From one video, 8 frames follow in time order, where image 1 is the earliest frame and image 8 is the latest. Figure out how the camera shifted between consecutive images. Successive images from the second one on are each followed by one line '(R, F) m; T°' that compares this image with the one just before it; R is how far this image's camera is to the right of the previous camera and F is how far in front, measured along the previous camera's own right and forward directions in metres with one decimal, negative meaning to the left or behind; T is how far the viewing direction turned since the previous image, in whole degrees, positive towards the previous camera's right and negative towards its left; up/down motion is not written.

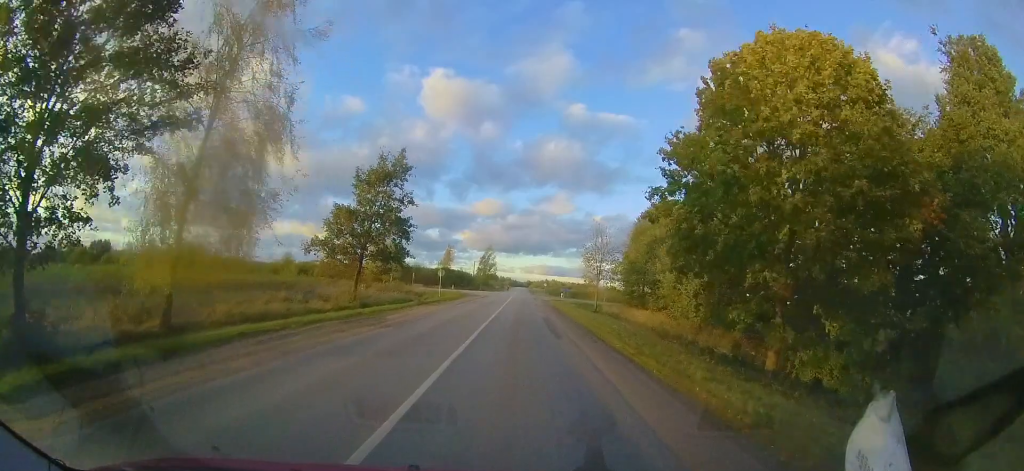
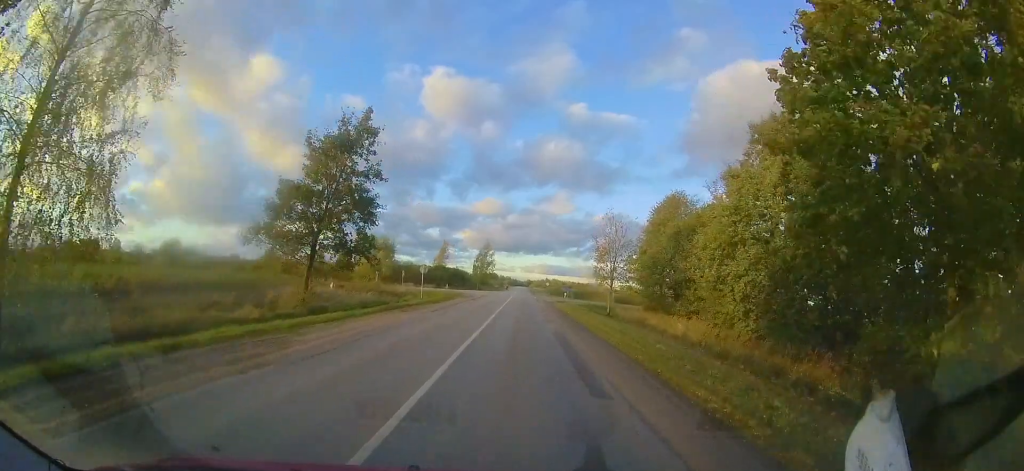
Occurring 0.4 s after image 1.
(0.0, +5.2) m; 0°
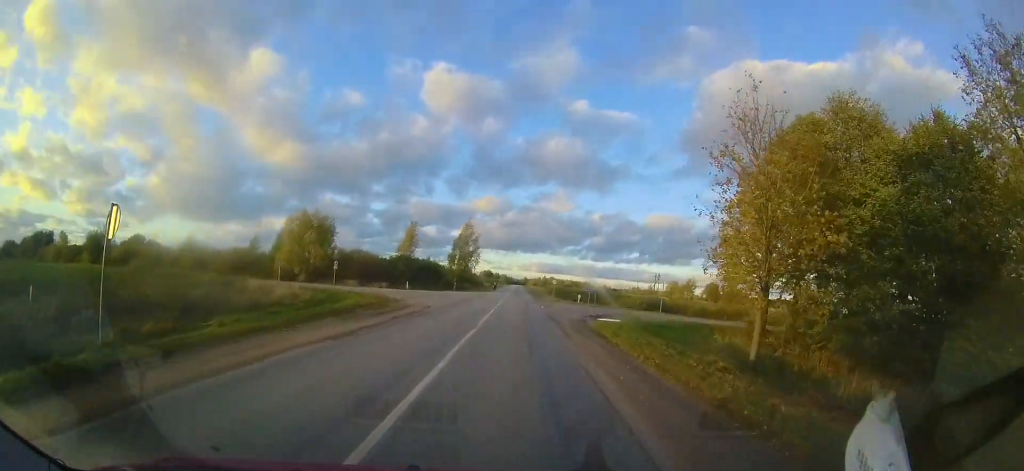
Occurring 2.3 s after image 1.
(0.0, +19.9) m; -2°
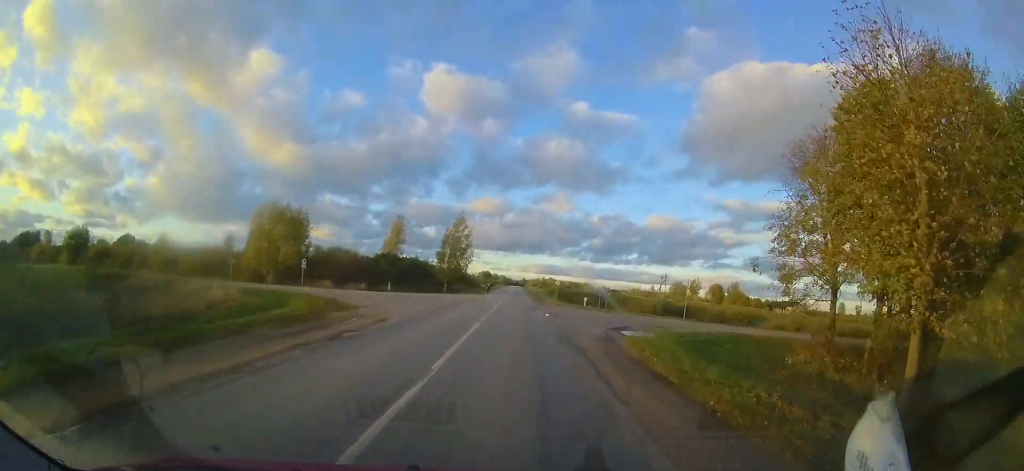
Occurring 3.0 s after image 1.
(-0.1, +5.3) m; -1°
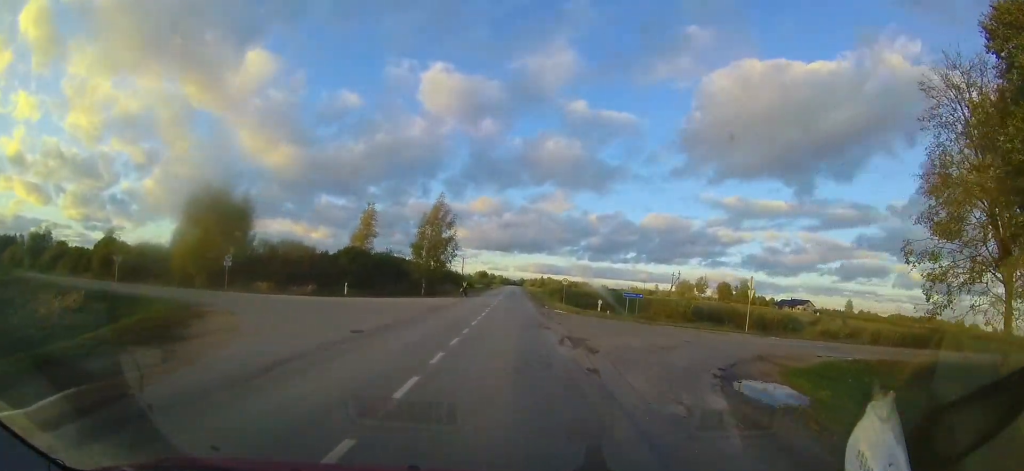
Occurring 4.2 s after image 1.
(-0.3, +9.4) m; -7°
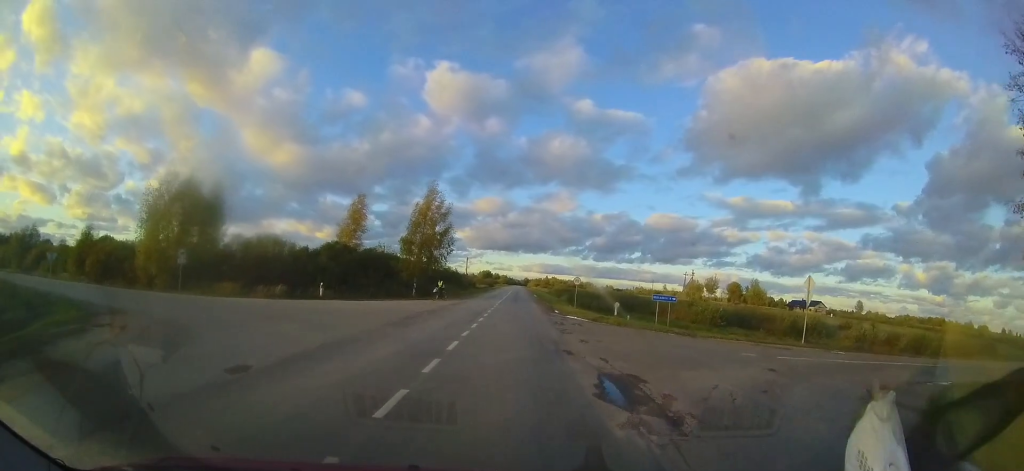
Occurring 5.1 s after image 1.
(-0.4, +5.5) m; -6°
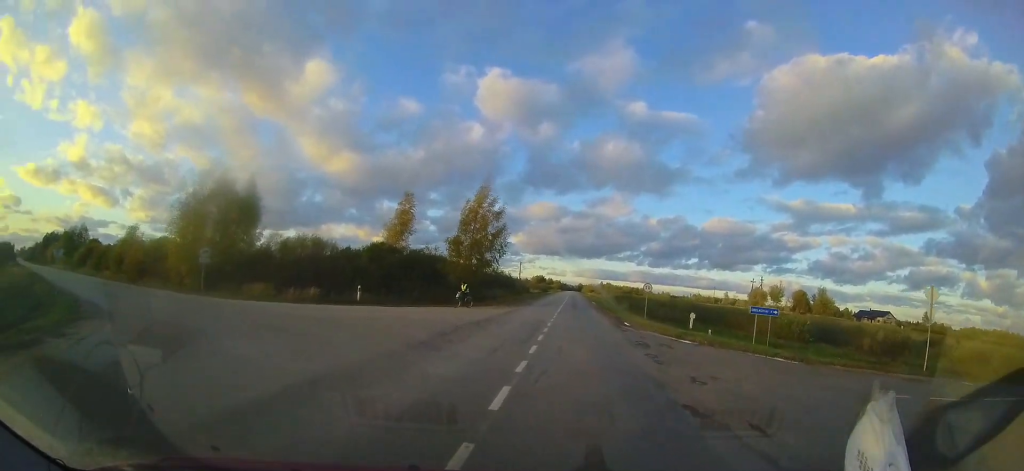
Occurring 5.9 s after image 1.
(-0.2, +4.1) m; -3°
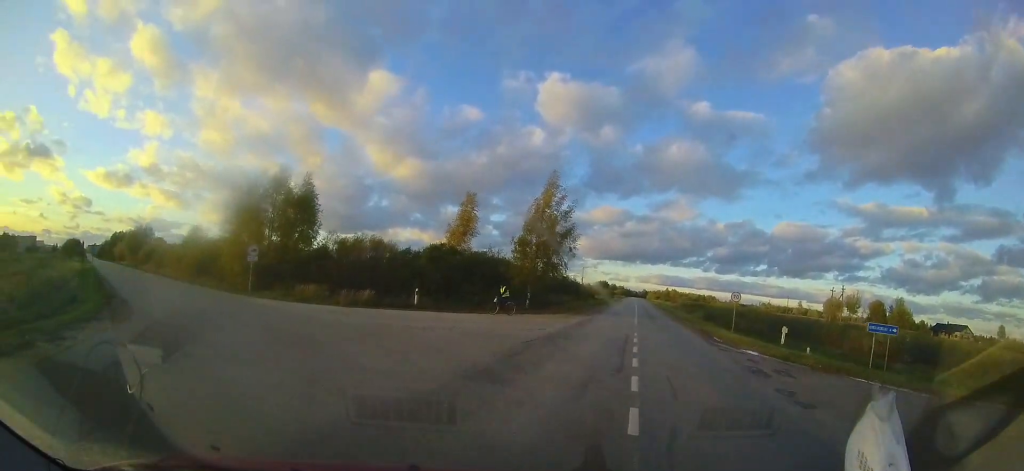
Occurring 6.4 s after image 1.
(-0.1, +2.8) m; -7°
